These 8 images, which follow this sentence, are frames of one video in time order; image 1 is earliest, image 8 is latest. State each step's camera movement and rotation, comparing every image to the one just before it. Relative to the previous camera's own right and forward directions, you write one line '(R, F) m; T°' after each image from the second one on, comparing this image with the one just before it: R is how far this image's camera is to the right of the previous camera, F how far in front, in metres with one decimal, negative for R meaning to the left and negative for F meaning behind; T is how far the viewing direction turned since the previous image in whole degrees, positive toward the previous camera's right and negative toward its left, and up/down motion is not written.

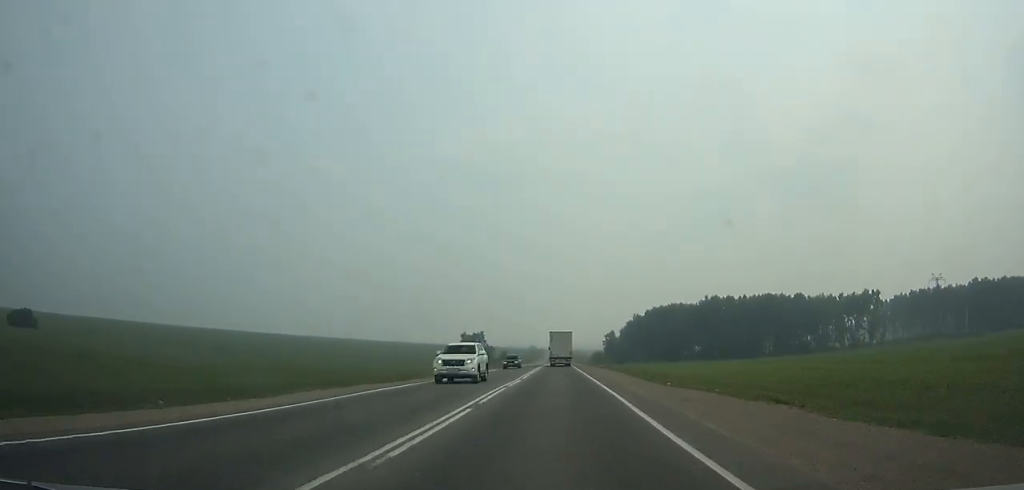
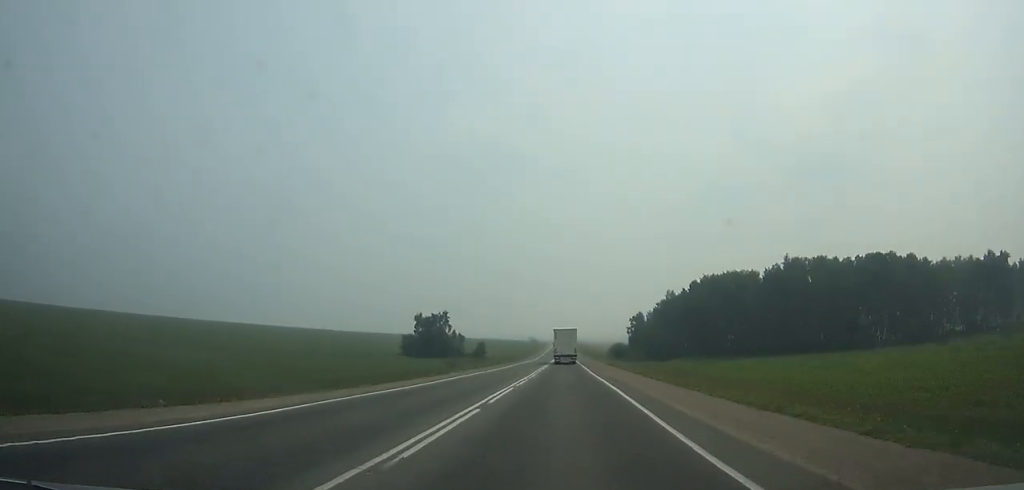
(-0.2, +72.3) m; 0°
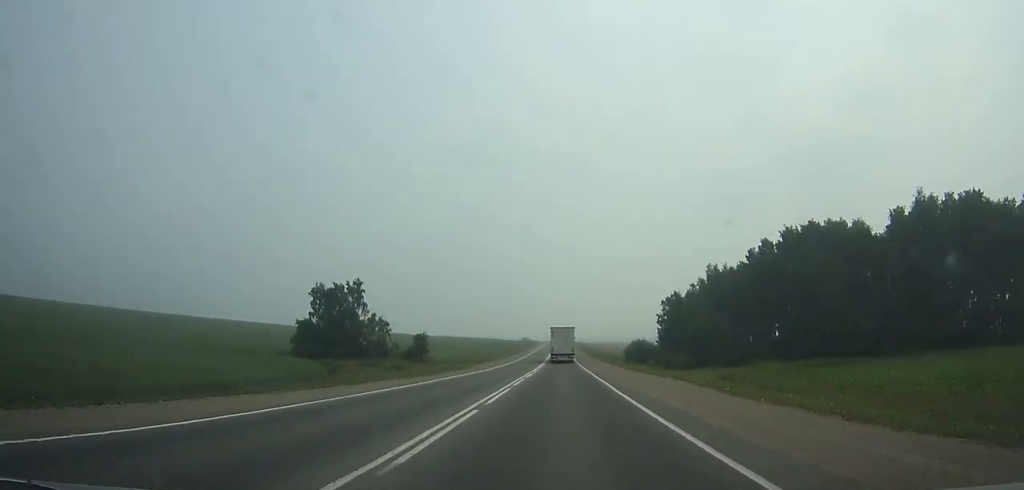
(-0.1, +55.6) m; 0°
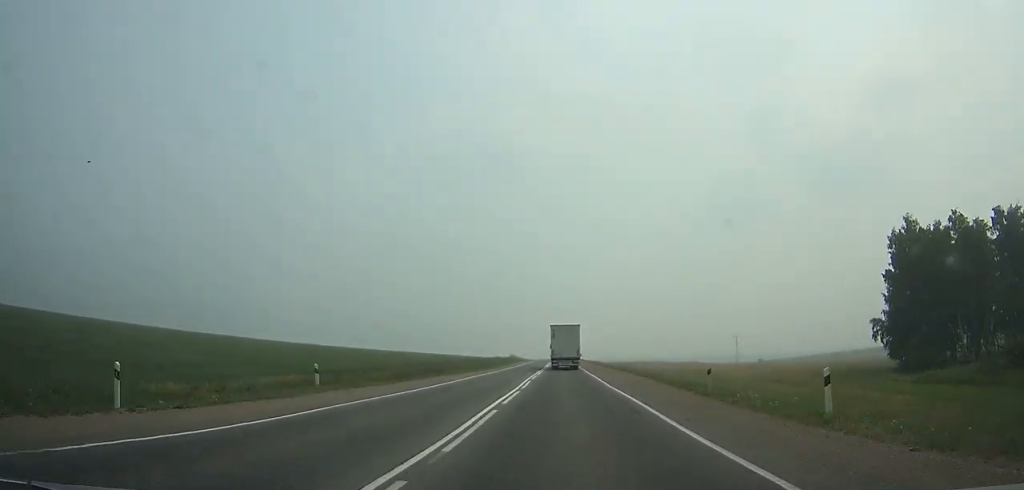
(+0.2, +118.8) m; 0°
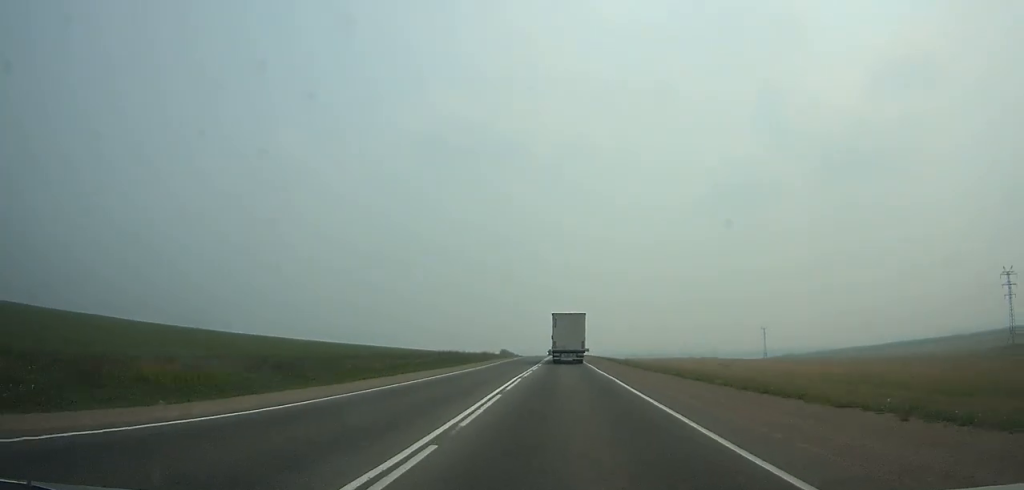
(0.0, +59.5) m; 0°
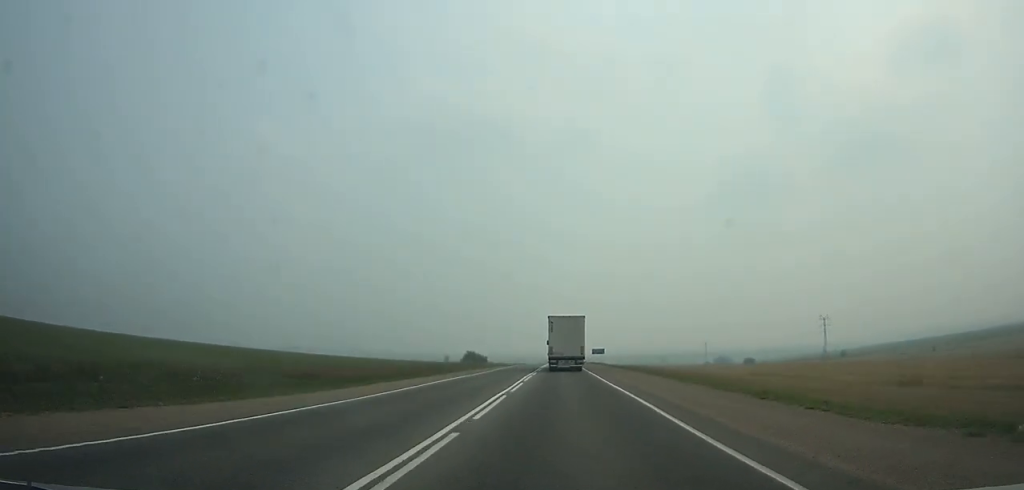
(+0.2, +104.0) m; 0°
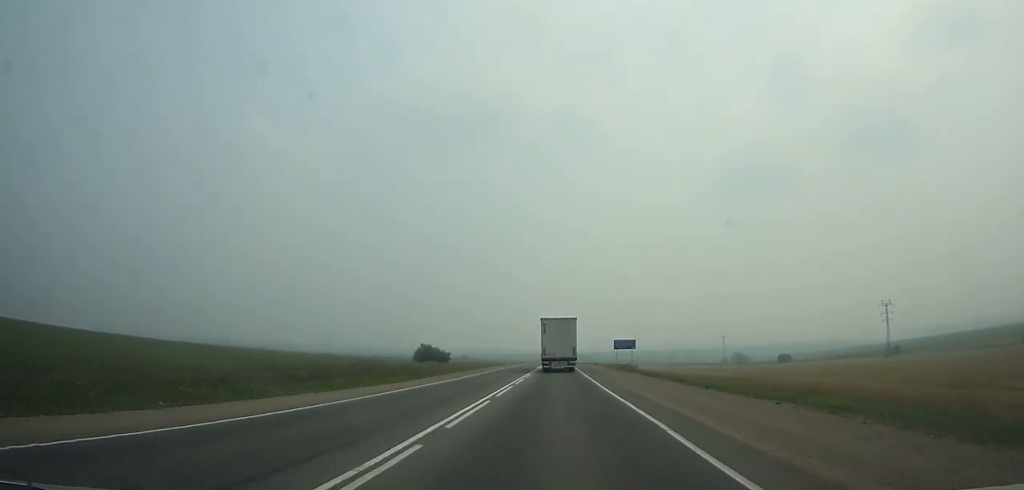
(+0.1, +64.0) m; 0°
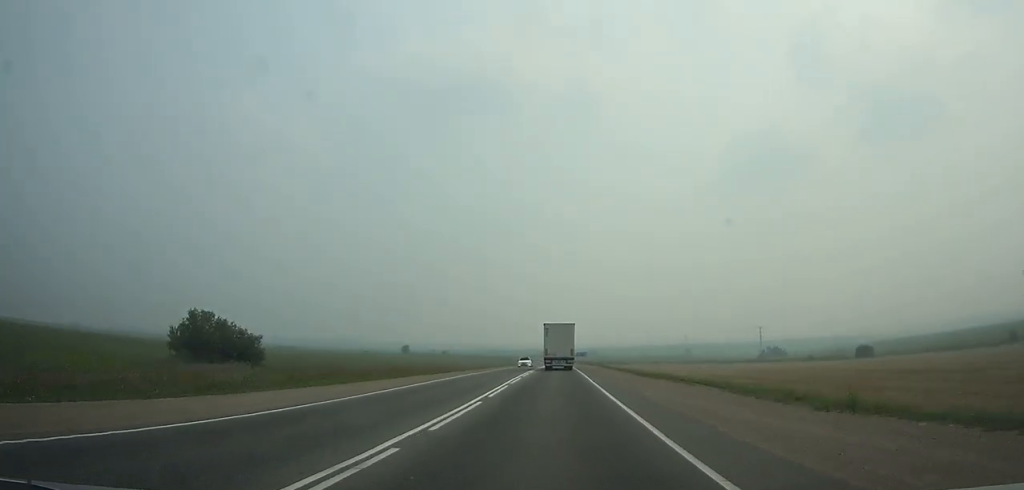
(0.0, +89.3) m; 0°
